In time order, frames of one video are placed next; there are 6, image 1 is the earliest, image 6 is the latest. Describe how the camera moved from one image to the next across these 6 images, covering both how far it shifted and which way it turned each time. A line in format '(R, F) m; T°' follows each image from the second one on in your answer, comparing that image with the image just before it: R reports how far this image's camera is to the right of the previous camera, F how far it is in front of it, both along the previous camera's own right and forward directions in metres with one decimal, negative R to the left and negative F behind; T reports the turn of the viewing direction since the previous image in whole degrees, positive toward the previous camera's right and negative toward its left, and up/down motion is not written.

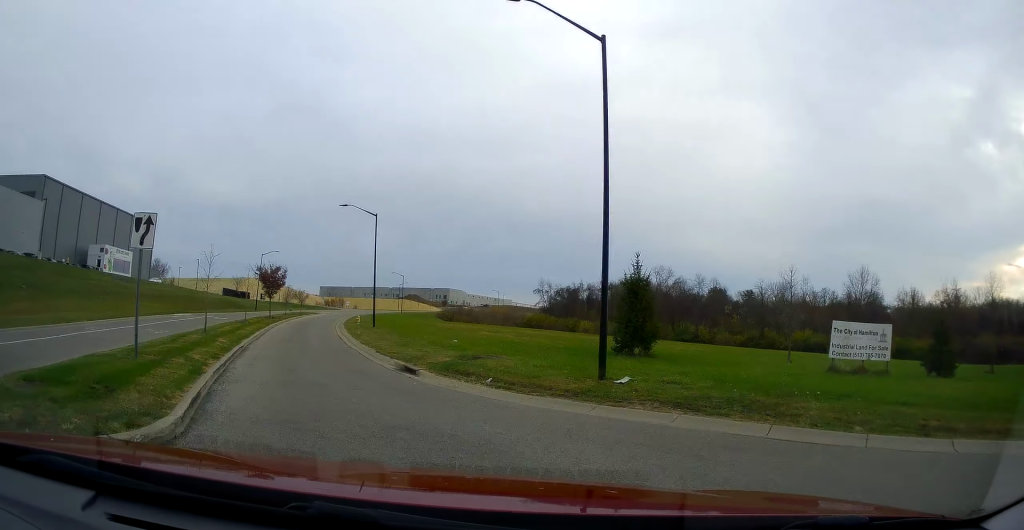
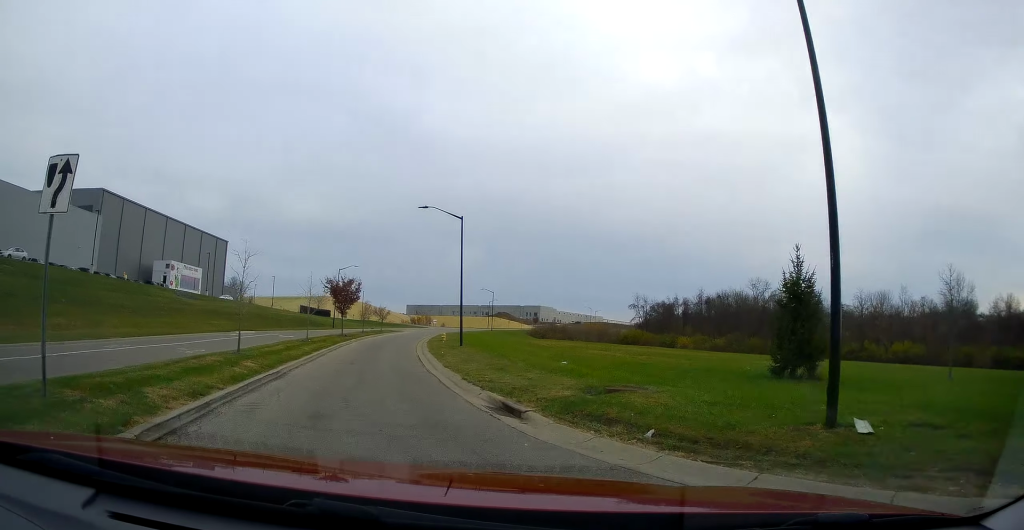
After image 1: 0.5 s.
(-0.3, +5.1) m; -5°
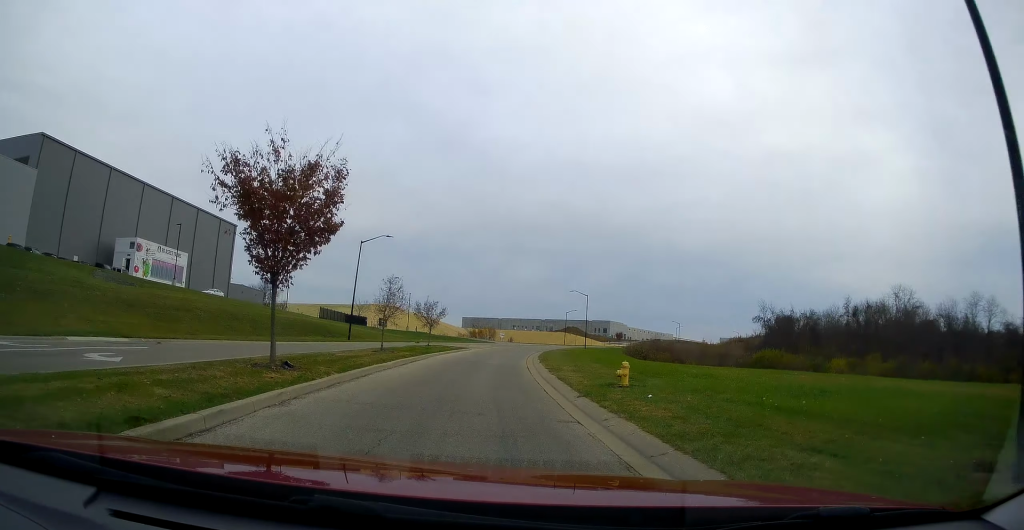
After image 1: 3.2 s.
(-6.4, +32.0) m; -16°
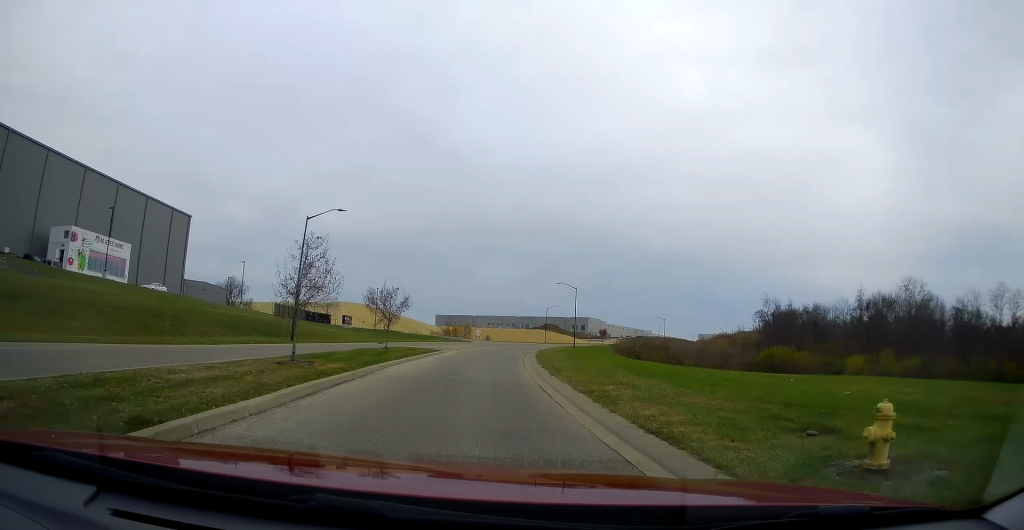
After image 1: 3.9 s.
(+0.3, +10.9) m; +1°
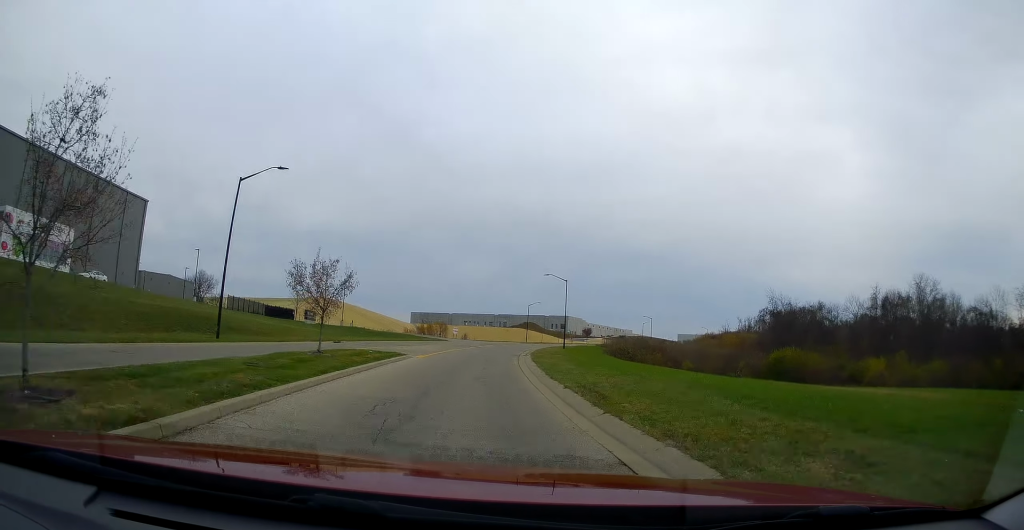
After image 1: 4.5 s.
(+0.1, +9.7) m; +1°
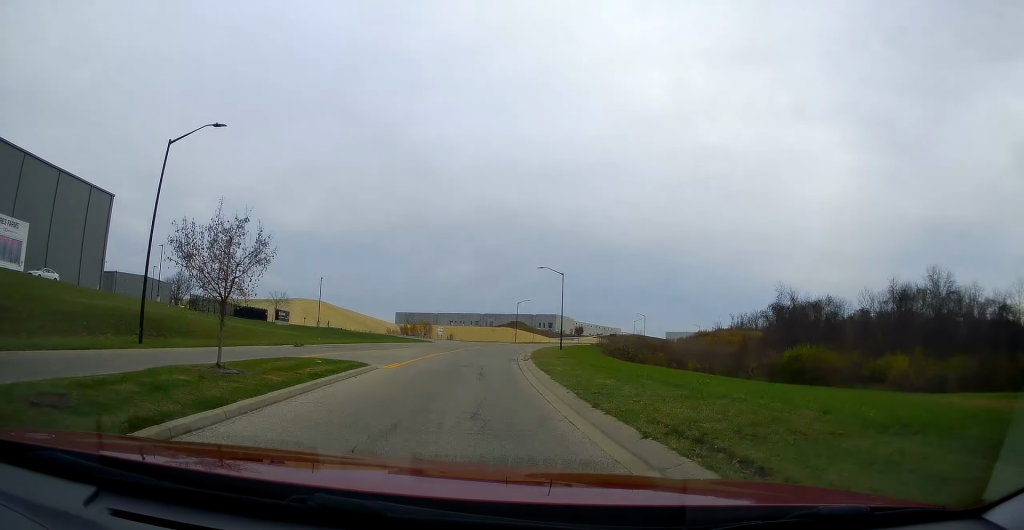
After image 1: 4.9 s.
(-0.2, +7.3) m; +1°
